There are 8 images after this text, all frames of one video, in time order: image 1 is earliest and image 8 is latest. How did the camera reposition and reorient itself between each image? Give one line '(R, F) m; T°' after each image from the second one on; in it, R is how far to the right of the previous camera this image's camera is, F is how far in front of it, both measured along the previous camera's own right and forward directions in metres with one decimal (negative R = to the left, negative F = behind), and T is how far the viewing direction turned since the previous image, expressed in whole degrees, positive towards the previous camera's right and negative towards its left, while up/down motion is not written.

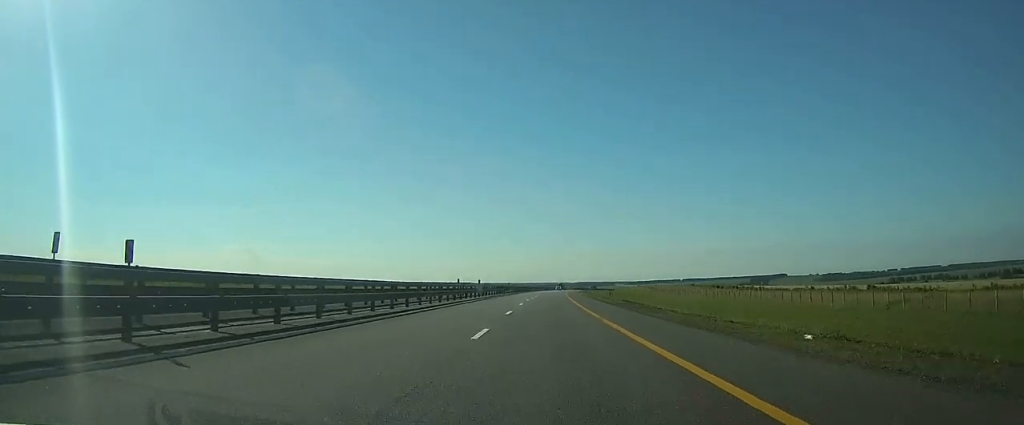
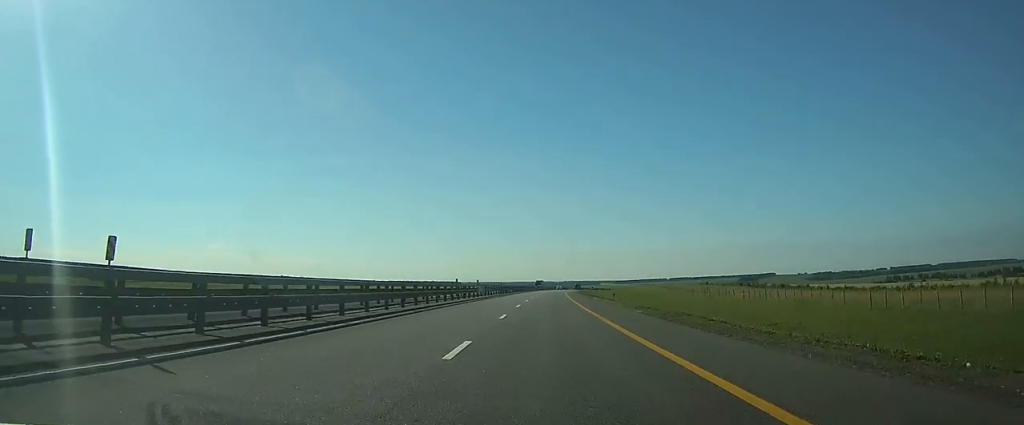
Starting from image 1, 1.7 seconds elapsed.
(+0.7, +51.1) m; +1°
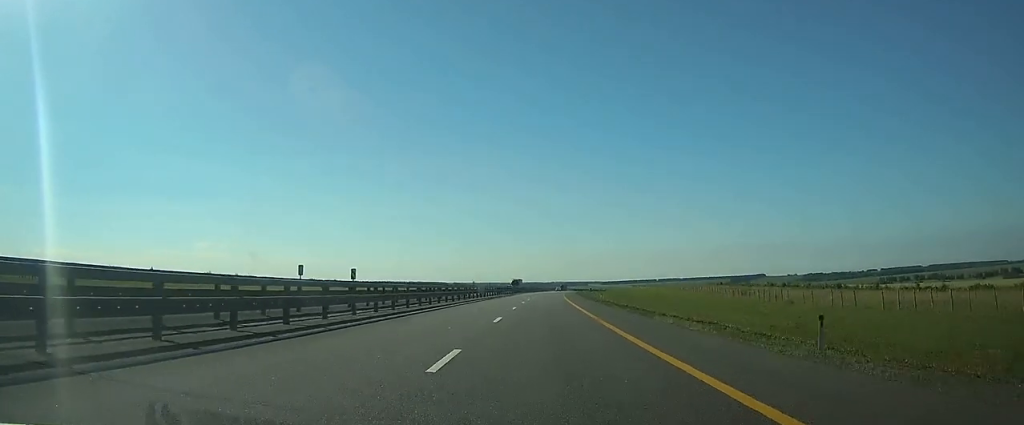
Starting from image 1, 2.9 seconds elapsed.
(+0.2, +36.9) m; +1°
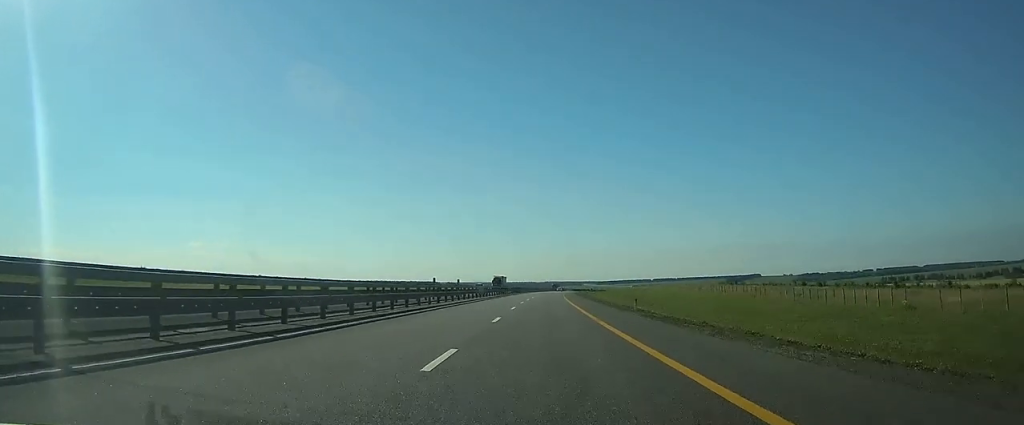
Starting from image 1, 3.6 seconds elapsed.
(+0.2, +23.6) m; +1°
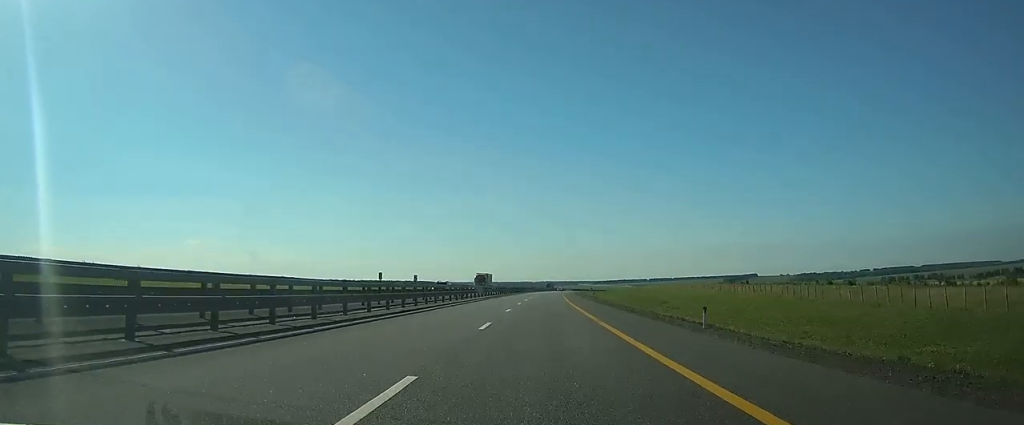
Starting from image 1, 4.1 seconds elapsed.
(+0.1, +15.5) m; 0°
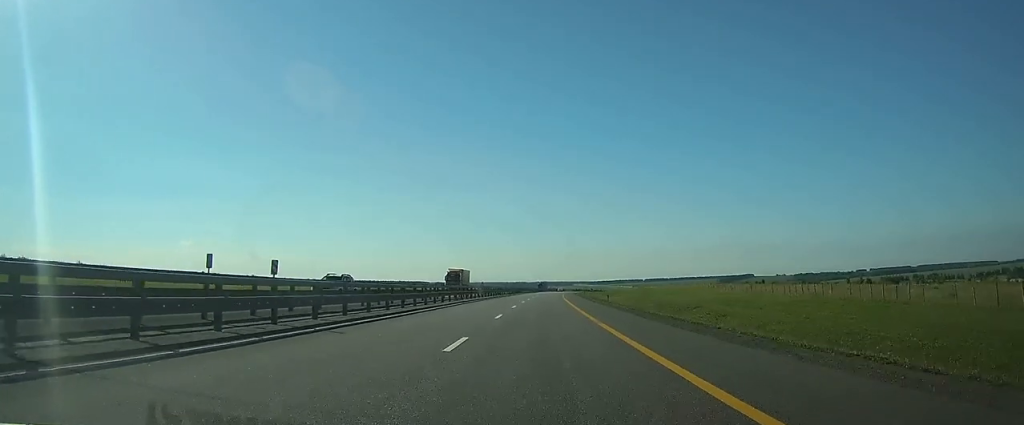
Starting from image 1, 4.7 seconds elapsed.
(0.0, +17.6) m; 0°
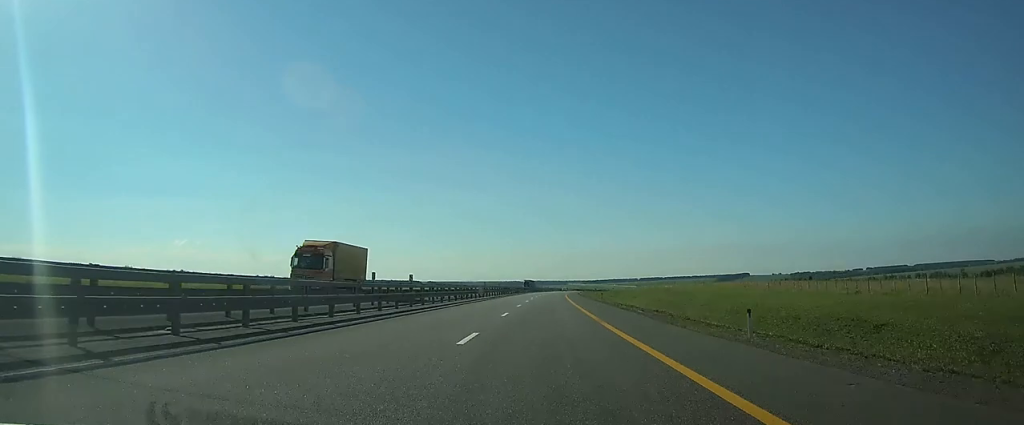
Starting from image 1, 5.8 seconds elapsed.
(+0.2, +34.2) m; +1°
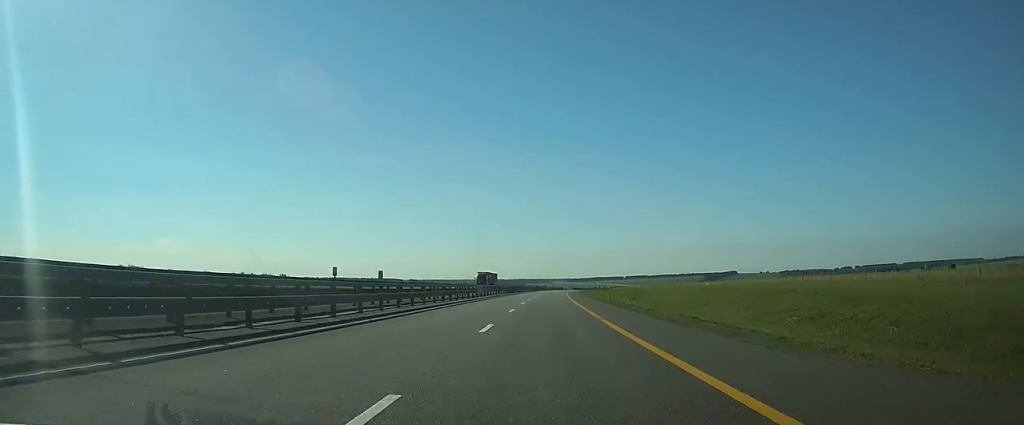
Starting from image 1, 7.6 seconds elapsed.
(+0.6, +56.3) m; +1°
